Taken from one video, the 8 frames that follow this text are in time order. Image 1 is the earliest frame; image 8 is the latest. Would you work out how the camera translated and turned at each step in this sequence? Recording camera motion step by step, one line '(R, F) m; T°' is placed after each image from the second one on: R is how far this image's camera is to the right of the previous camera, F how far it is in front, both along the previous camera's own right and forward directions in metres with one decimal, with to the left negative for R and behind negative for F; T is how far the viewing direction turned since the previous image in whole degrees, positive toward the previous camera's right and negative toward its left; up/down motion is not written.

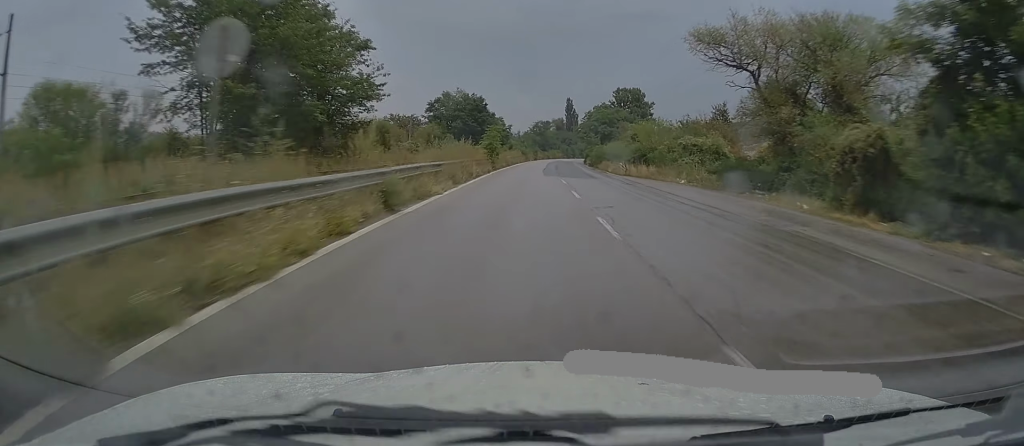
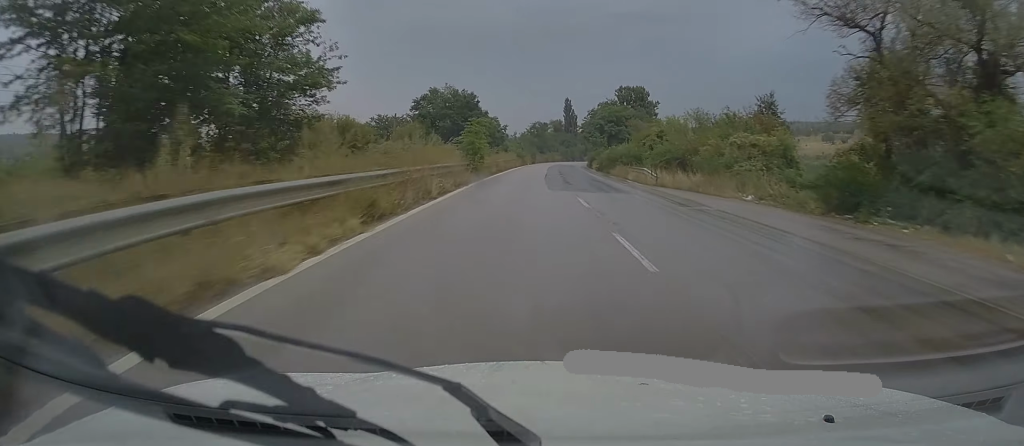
(0.0, +11.4) m; 0°
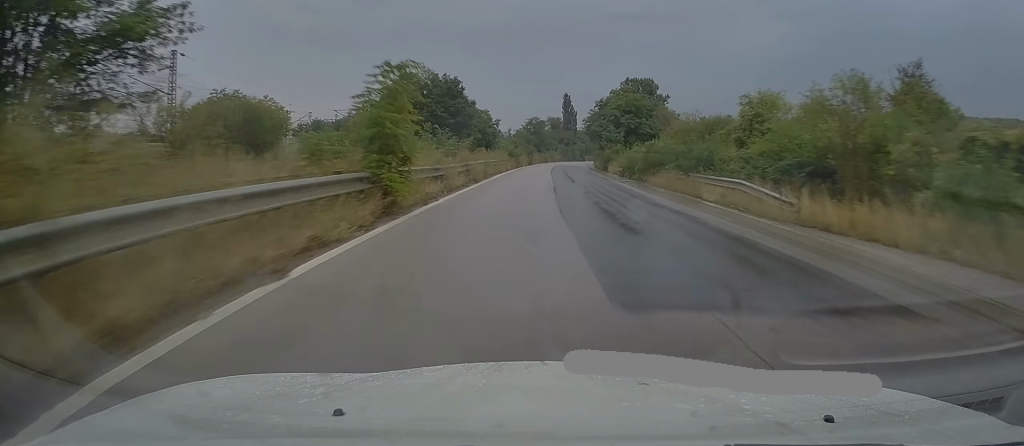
(+0.1, +17.9) m; +1°
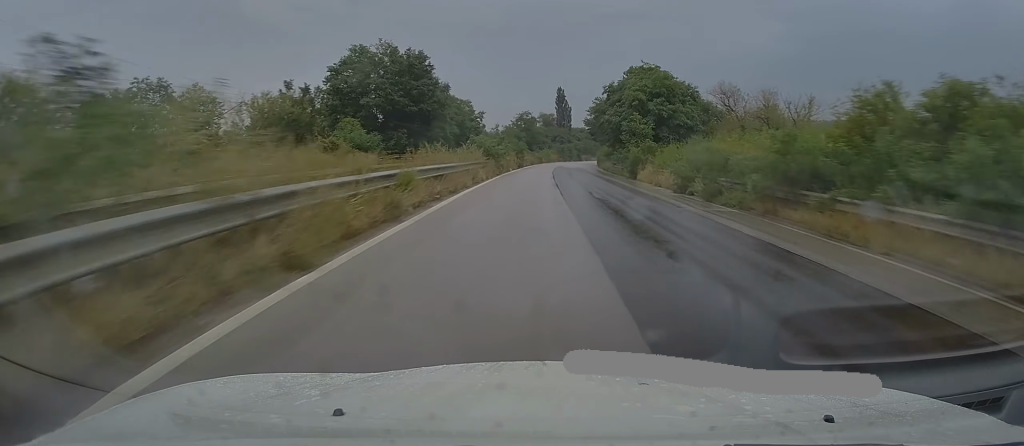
(+0.2, +19.4) m; +1°
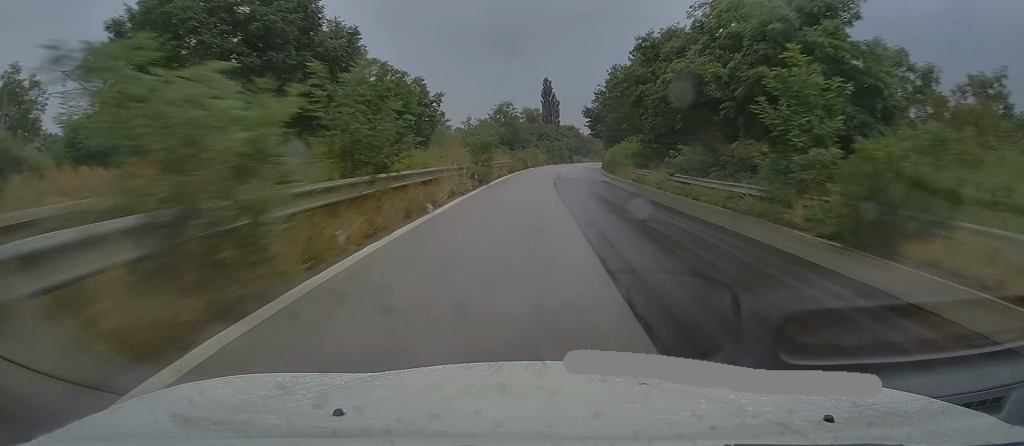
(0.0, +30.0) m; 0°
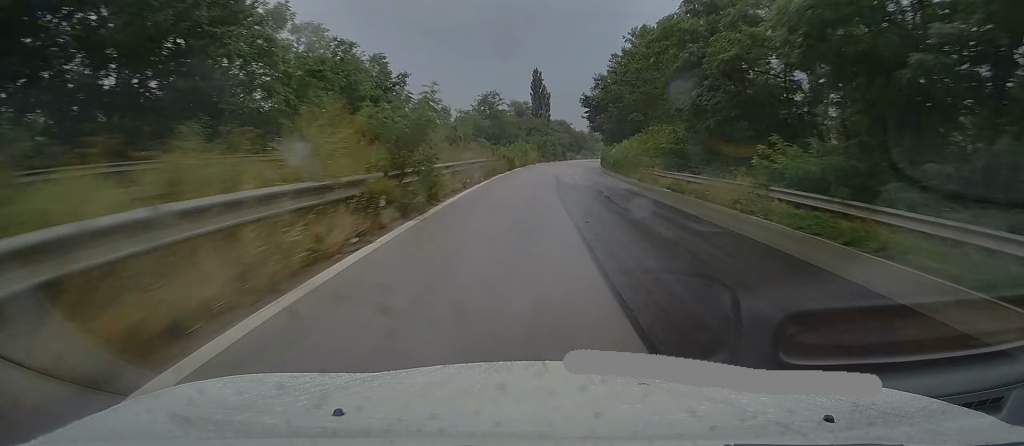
(-0.1, +13.8) m; +1°
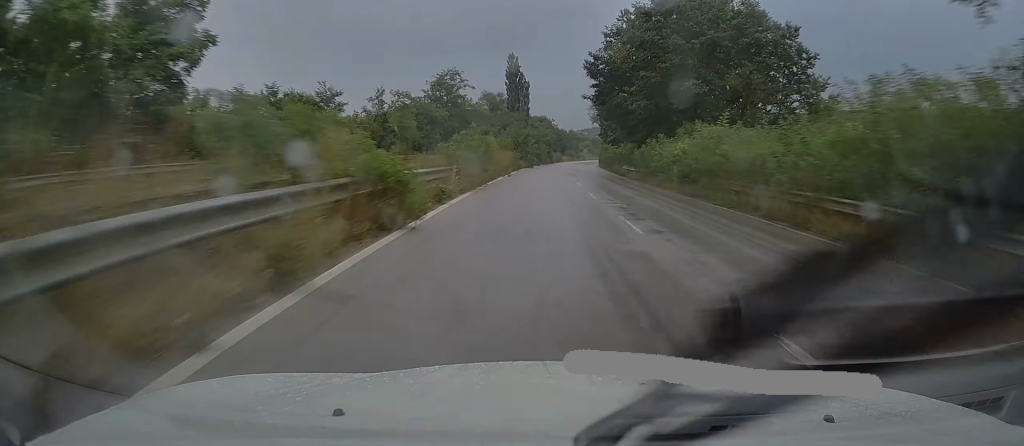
(+0.6, +31.1) m; +3°
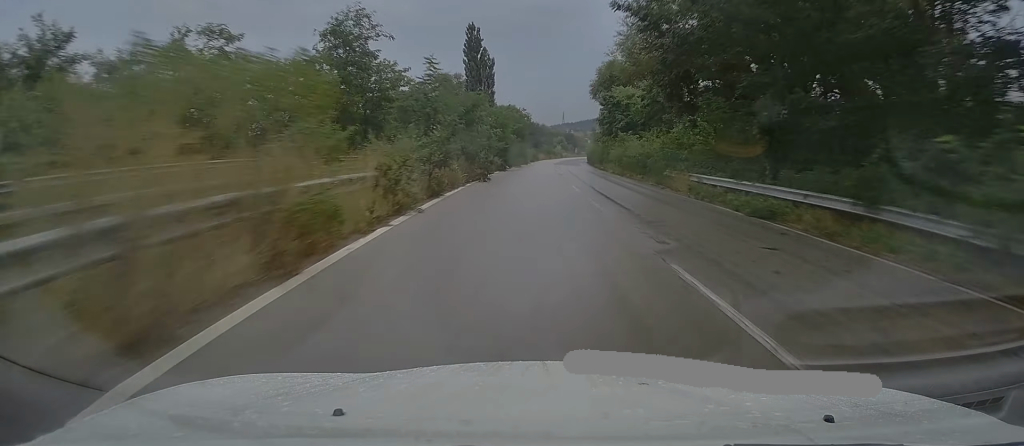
(+1.0, +33.6) m; +2°
